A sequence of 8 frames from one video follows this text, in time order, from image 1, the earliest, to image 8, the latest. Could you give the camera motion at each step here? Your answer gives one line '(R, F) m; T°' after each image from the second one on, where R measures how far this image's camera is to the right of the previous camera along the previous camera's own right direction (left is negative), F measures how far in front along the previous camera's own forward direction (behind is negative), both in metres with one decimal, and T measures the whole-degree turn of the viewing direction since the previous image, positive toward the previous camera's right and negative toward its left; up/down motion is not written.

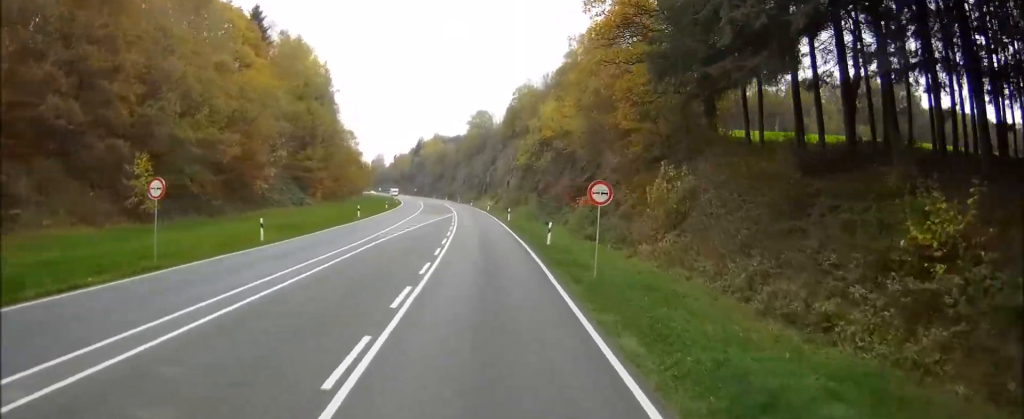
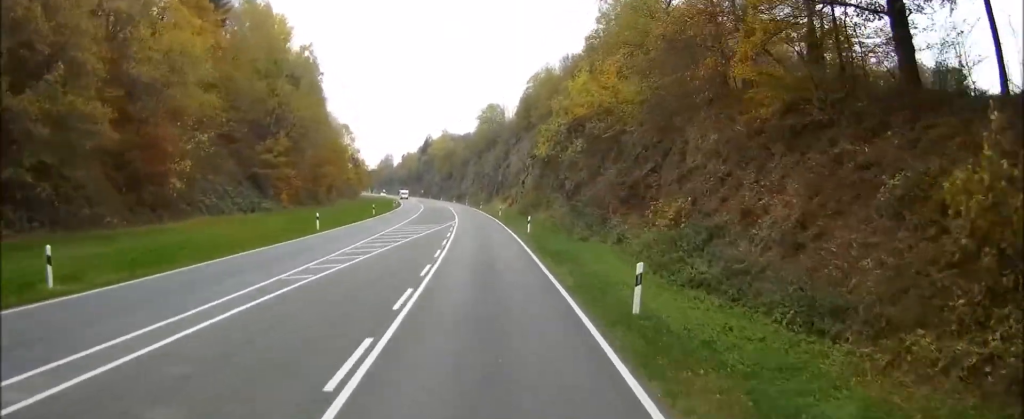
(-0.1, +18.2) m; -1°
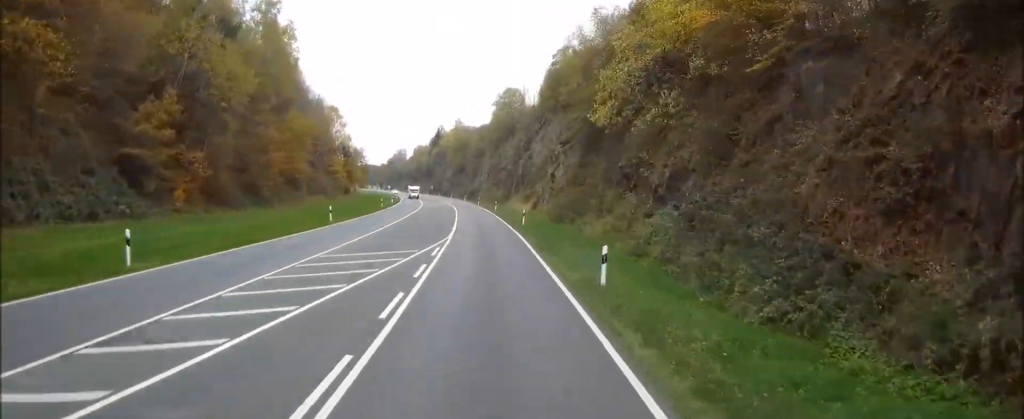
(-0.2, +25.8) m; -1°
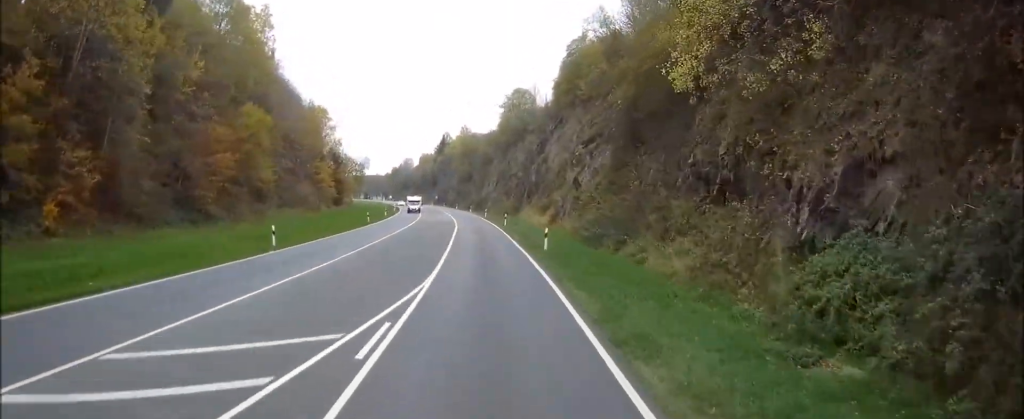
(-0.1, +14.4) m; -1°
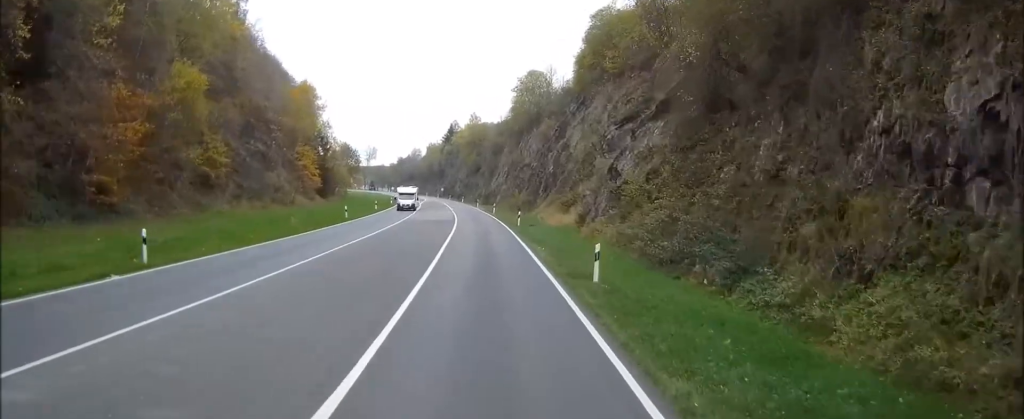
(-0.2, +13.7) m; -2°
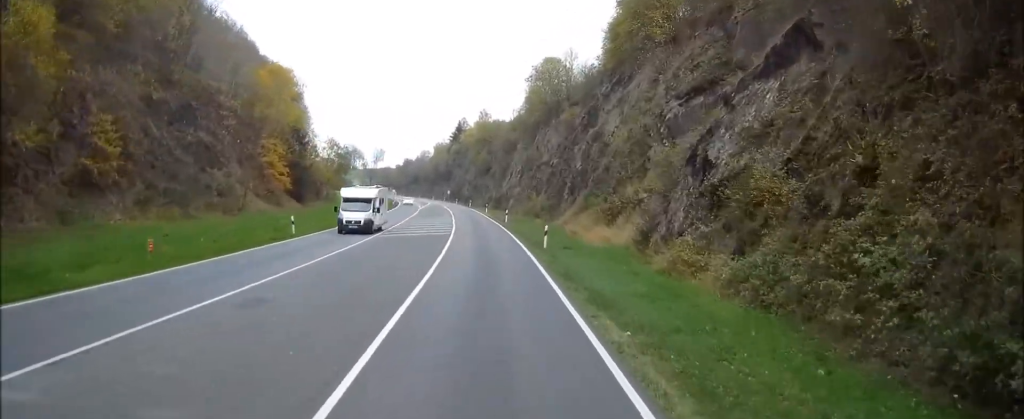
(-0.4, +17.6) m; -2°
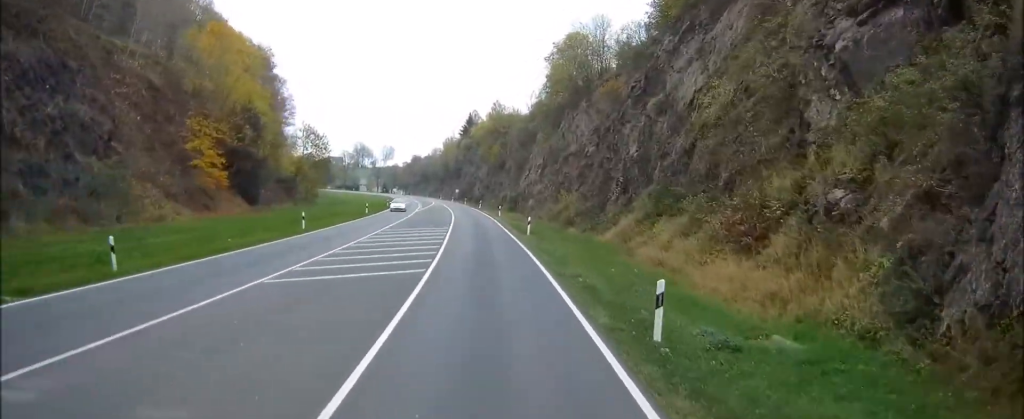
(-0.4, +20.7) m; -1°
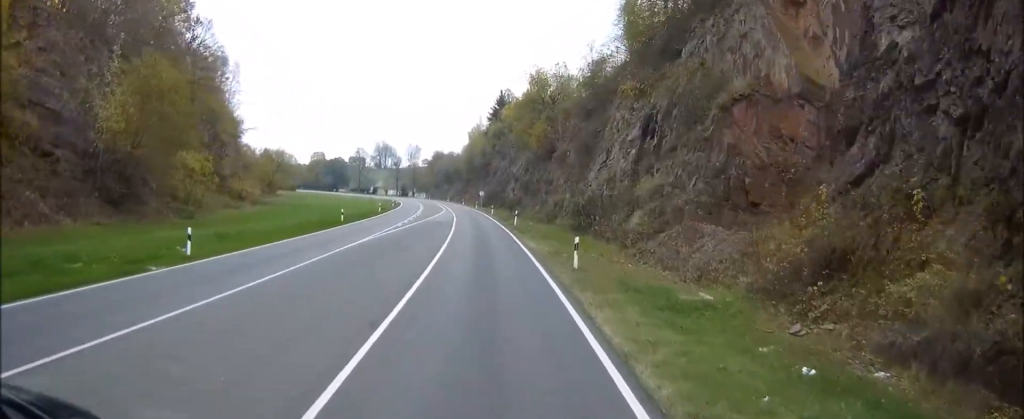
(0.0, +47.7) m; 0°
